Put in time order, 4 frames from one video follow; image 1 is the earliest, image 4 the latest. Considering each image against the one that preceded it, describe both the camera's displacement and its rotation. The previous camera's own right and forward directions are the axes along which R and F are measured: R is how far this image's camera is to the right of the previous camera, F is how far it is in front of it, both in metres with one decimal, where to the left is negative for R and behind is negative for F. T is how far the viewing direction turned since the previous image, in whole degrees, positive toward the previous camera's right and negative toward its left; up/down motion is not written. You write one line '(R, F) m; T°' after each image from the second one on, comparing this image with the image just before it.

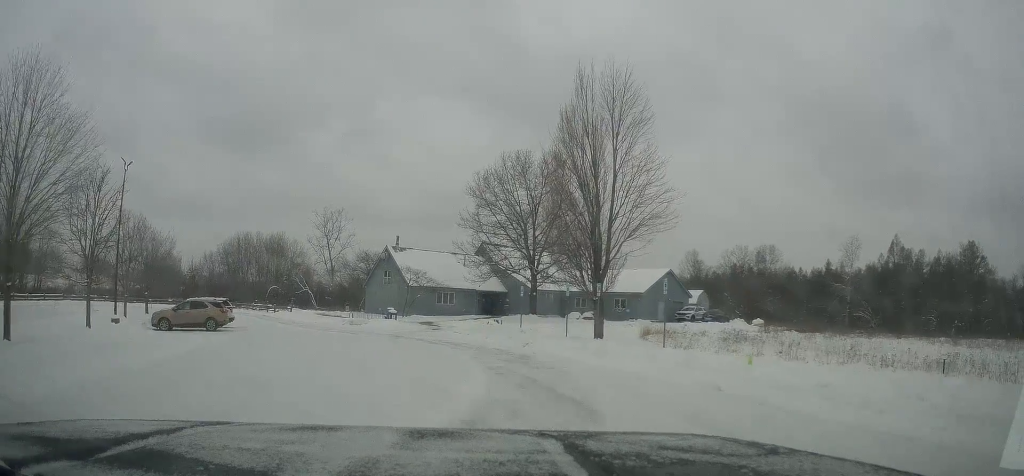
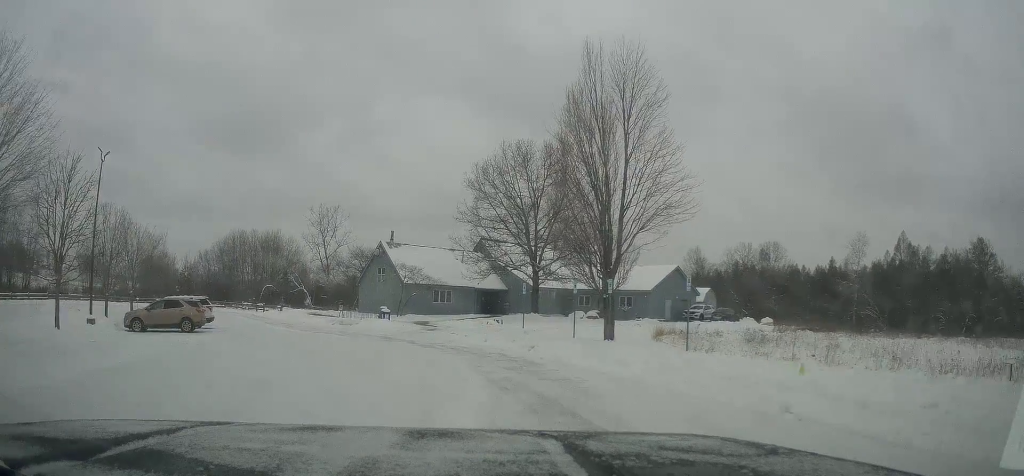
(0.0, +2.9) m; 0°
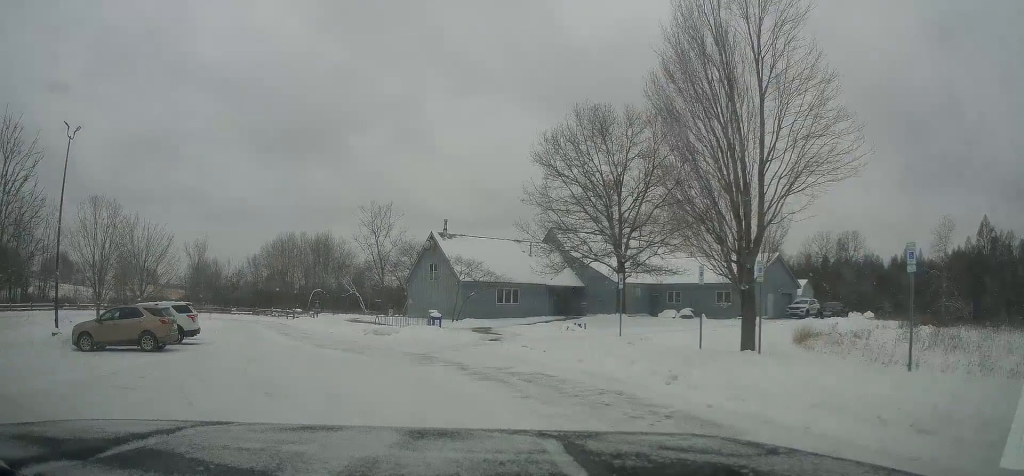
(-0.2, +9.3) m; -8°
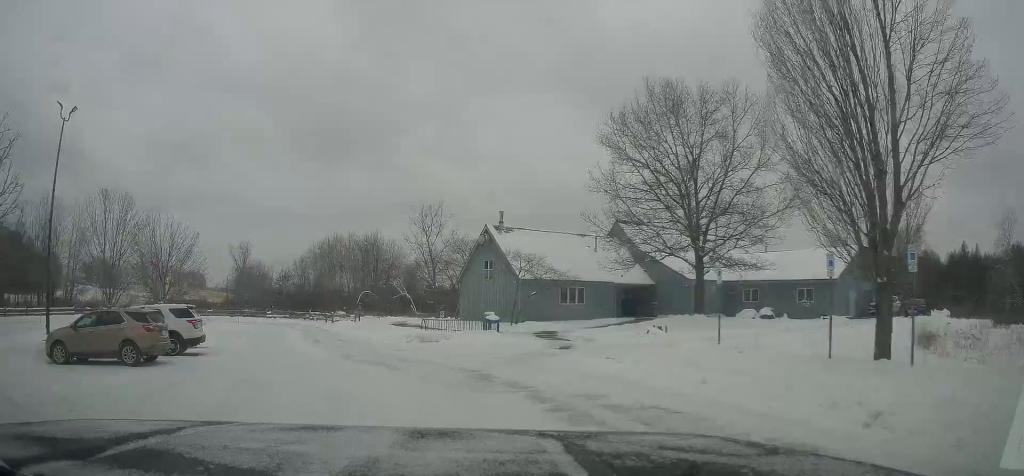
(-0.1, +4.4) m; -3°
